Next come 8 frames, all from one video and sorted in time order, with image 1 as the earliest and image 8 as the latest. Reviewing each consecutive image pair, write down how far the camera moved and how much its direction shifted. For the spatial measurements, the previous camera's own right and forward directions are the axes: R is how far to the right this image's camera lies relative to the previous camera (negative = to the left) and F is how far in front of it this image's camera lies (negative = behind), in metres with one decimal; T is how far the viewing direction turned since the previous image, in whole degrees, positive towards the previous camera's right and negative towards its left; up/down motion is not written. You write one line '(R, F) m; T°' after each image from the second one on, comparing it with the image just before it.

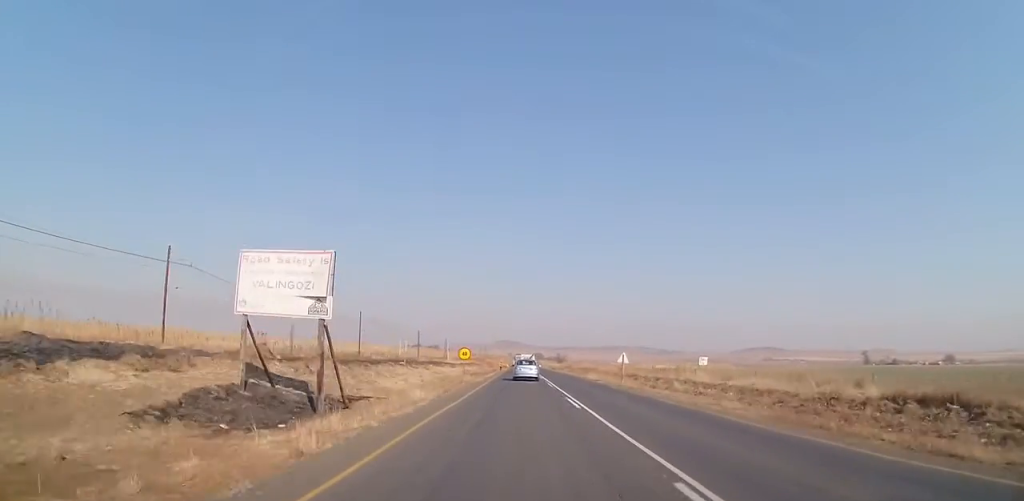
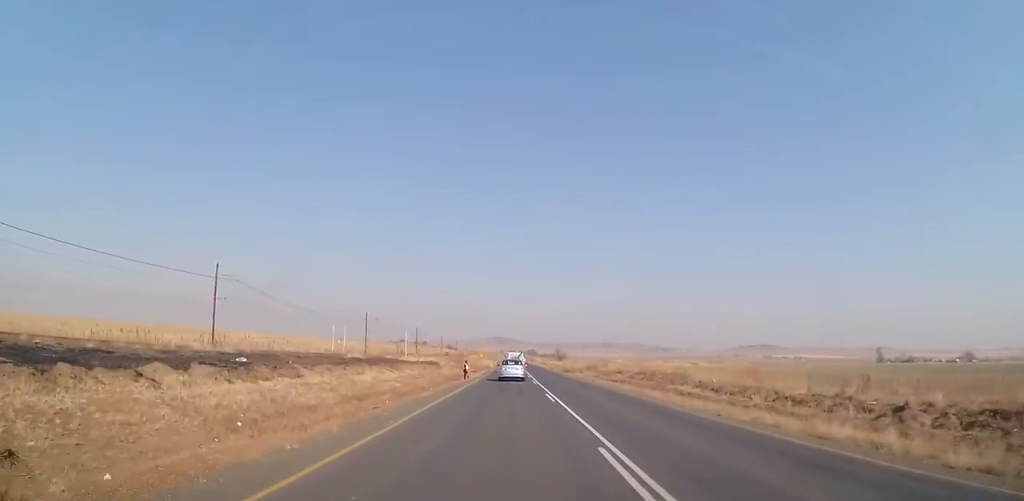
(+0.5, +55.6) m; +1°
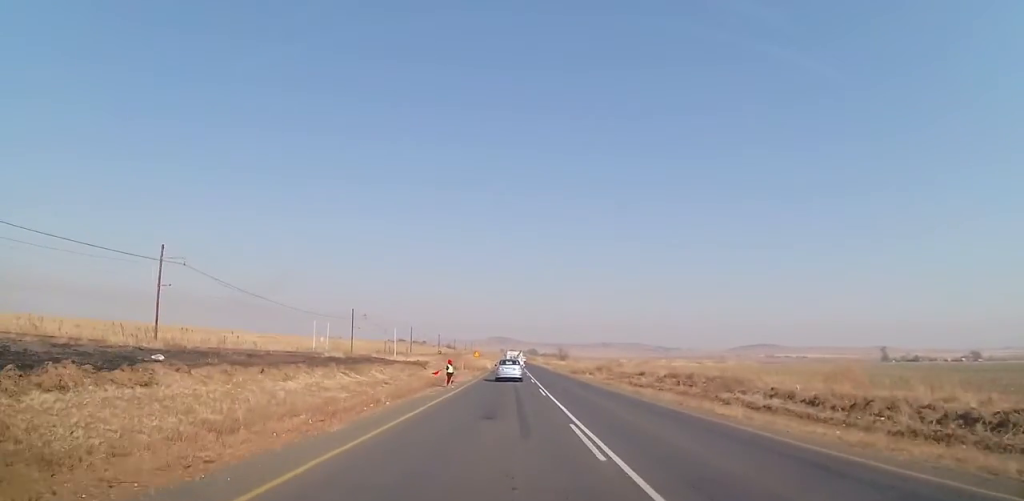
(+0.3, +14.4) m; 0°
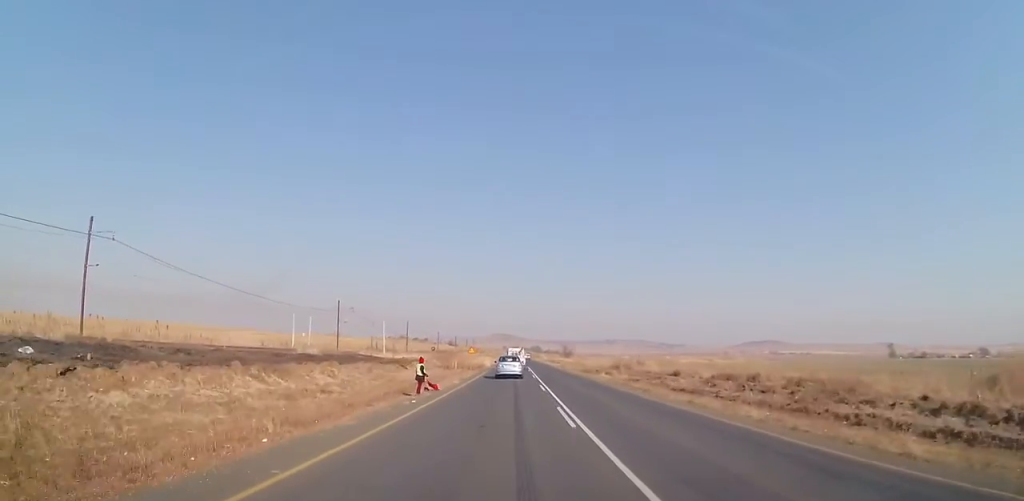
(0.0, +8.4) m; 0°
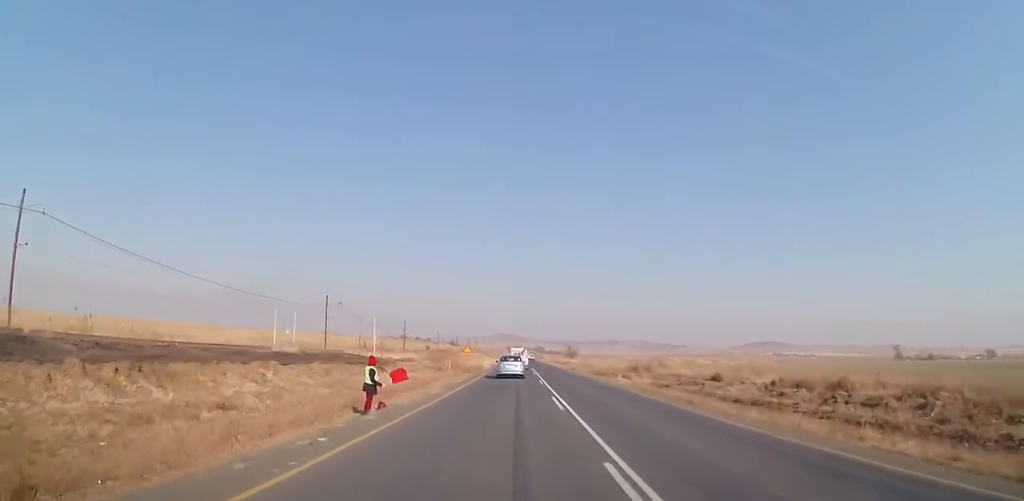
(-0.1, +8.6) m; -1°
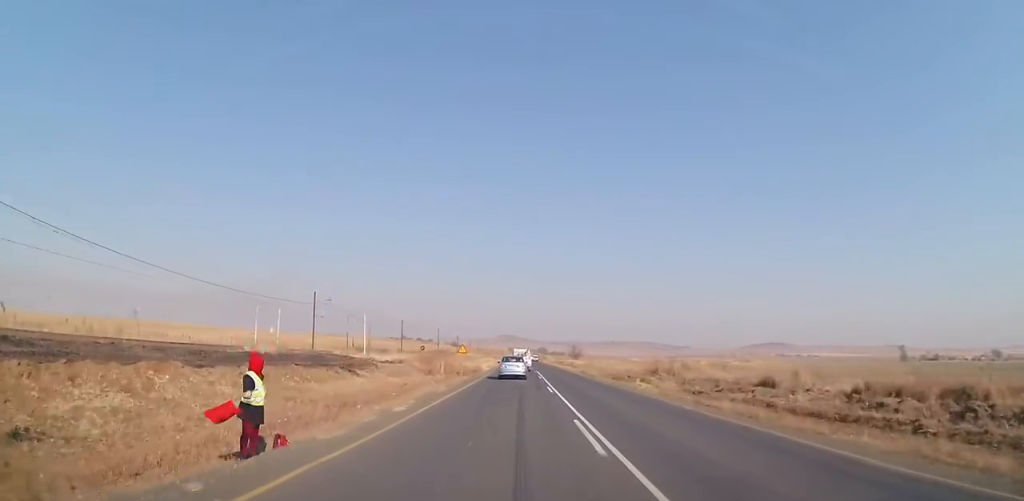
(0.0, +7.3) m; -1°
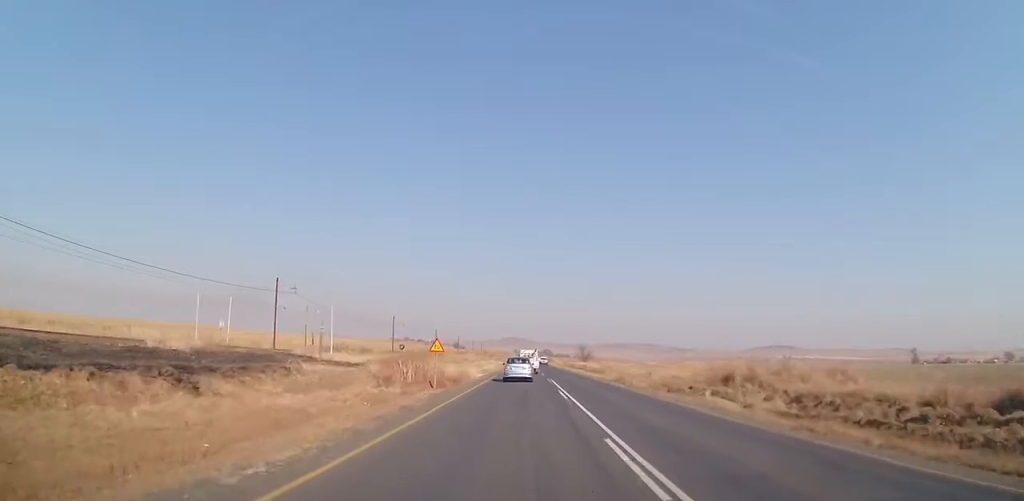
(-0.2, +16.5) m; 0°
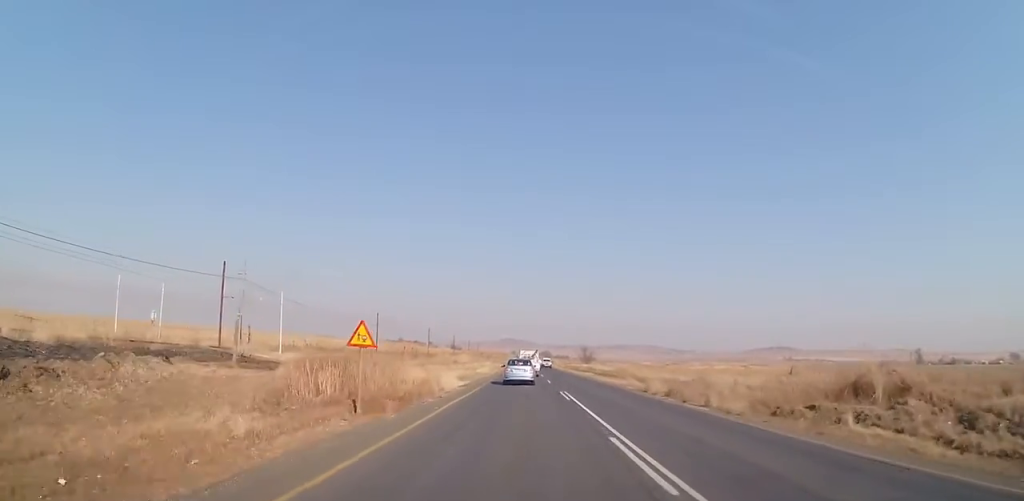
(0.0, +13.7) m; +1°
